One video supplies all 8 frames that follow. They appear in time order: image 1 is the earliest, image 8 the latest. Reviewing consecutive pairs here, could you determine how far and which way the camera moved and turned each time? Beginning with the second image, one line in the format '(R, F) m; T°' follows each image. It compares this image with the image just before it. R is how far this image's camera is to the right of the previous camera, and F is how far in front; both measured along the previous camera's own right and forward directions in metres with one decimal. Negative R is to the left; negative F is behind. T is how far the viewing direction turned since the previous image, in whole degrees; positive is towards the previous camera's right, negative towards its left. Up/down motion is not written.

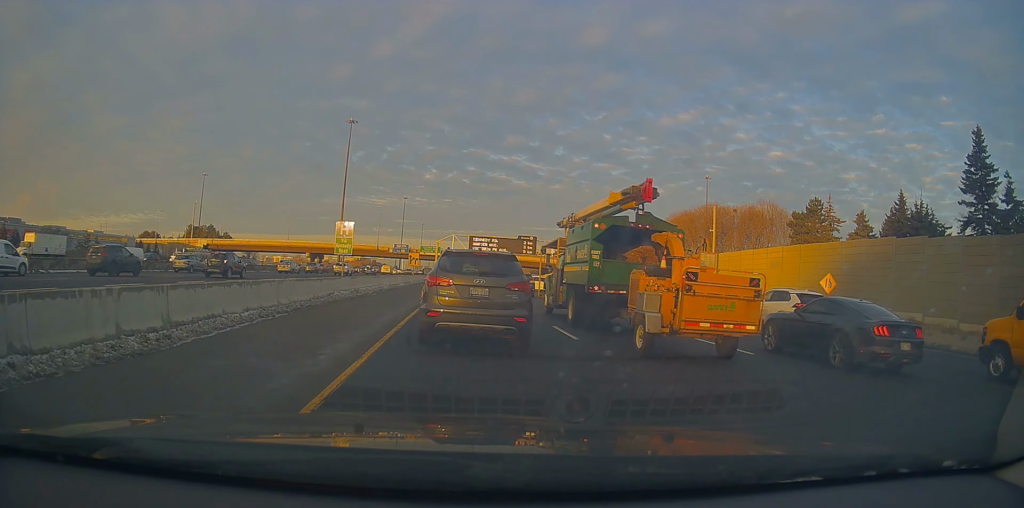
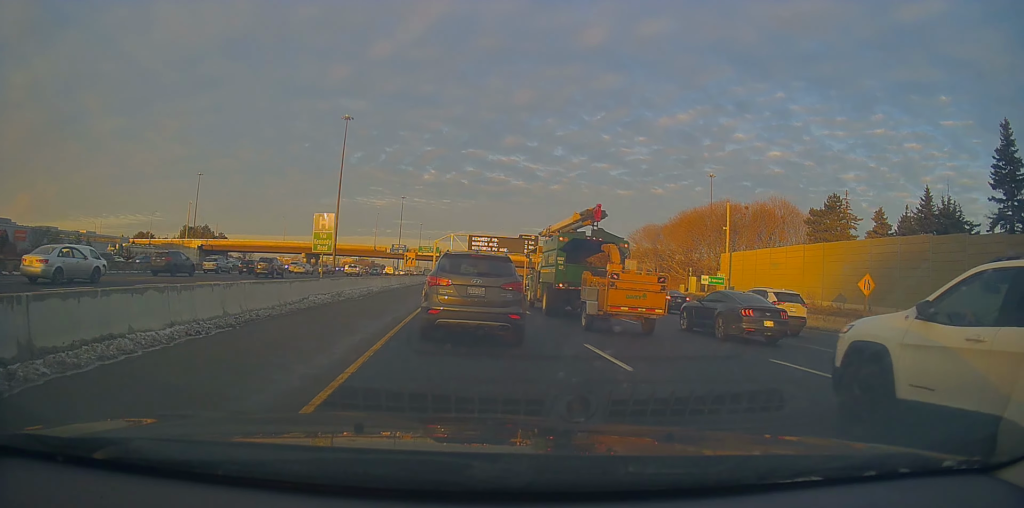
(0.0, +3.7) m; -3°
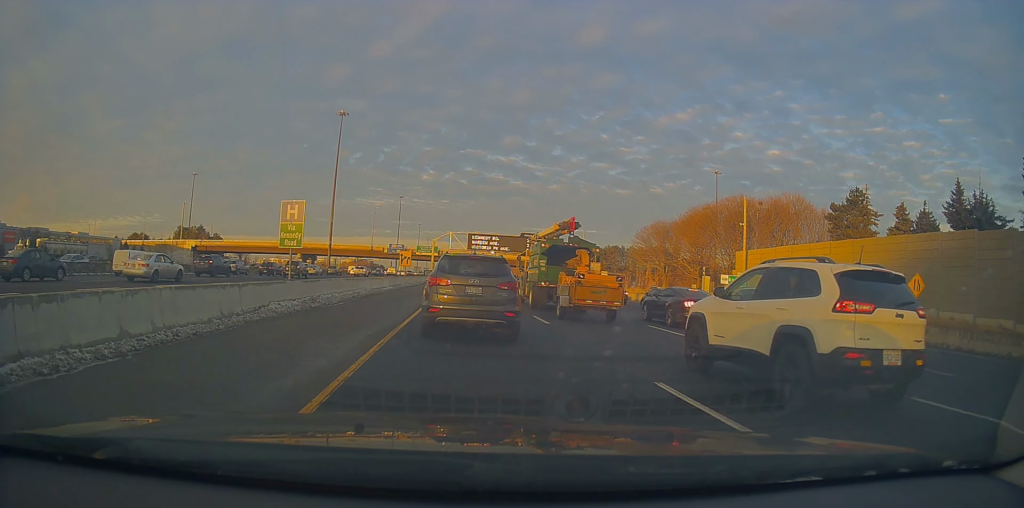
(-0.1, +3.9) m; -2°
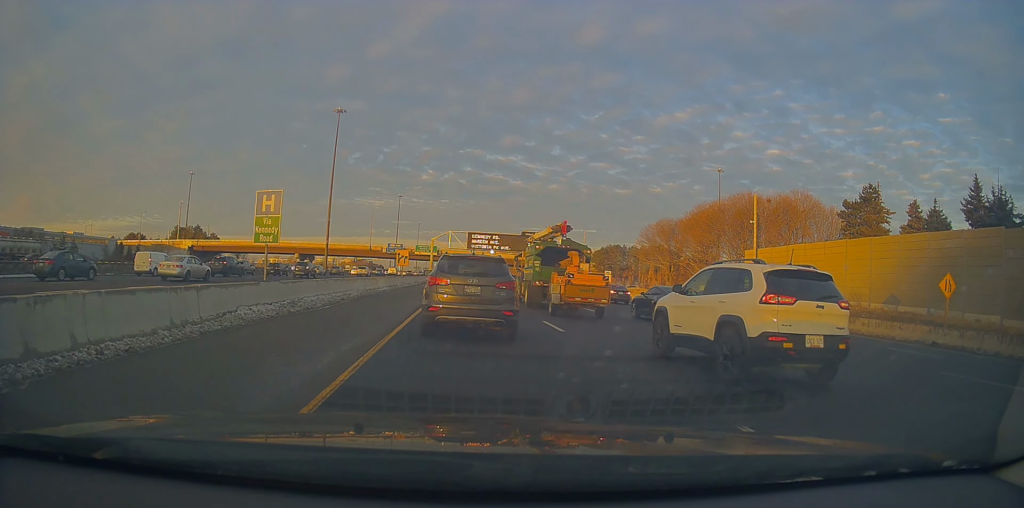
(0.0, +2.1) m; +1°
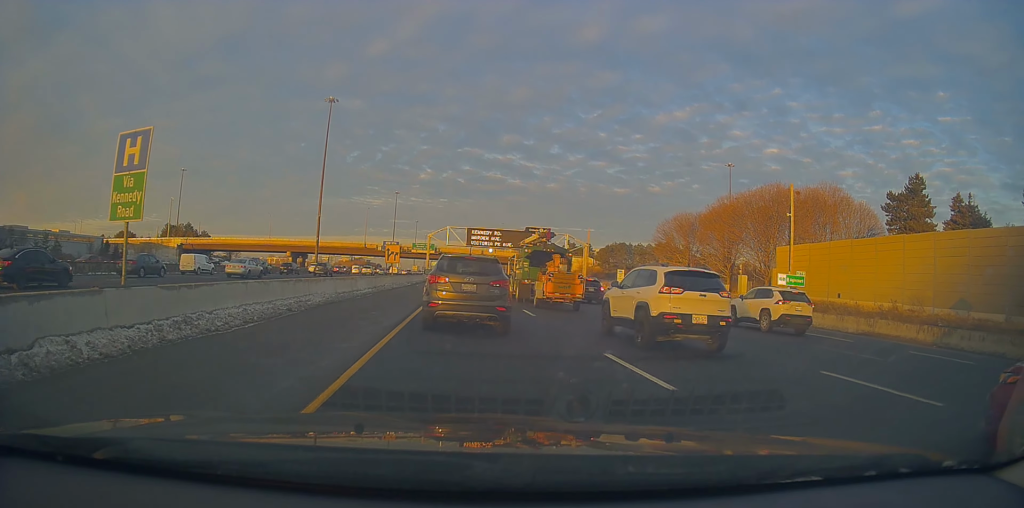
(+0.2, +6.9) m; +3°
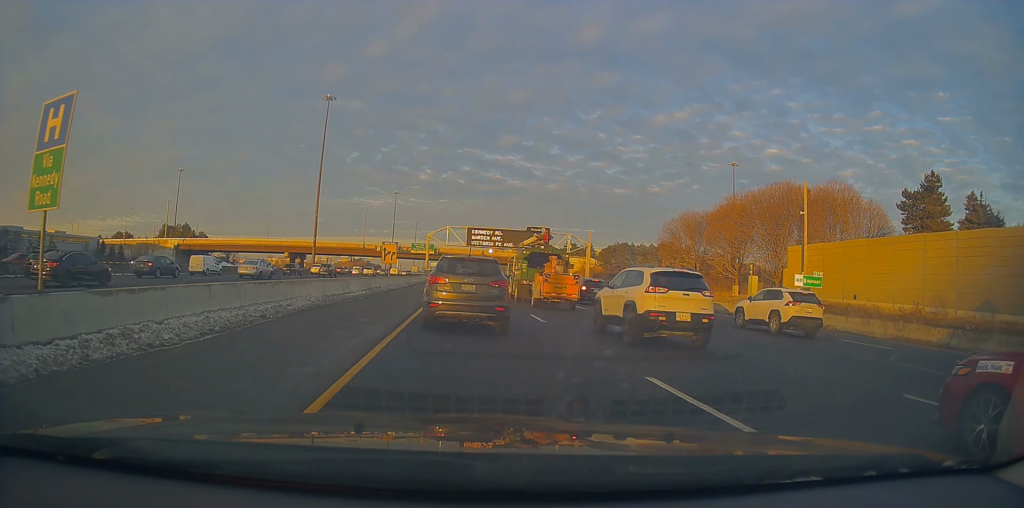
(0.0, +2.1) m; 0°
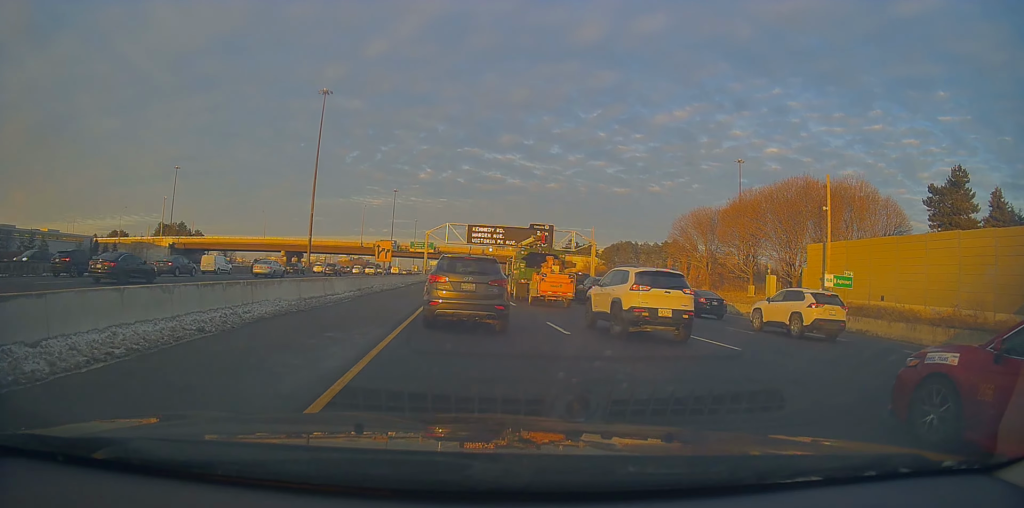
(0.0, +3.3) m; -2°
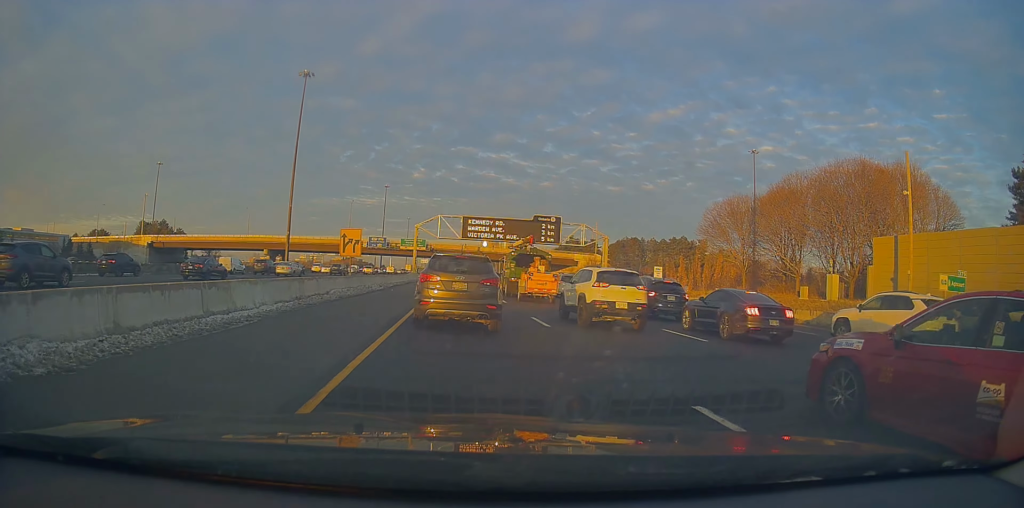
(-0.6, +10.4) m; -1°
